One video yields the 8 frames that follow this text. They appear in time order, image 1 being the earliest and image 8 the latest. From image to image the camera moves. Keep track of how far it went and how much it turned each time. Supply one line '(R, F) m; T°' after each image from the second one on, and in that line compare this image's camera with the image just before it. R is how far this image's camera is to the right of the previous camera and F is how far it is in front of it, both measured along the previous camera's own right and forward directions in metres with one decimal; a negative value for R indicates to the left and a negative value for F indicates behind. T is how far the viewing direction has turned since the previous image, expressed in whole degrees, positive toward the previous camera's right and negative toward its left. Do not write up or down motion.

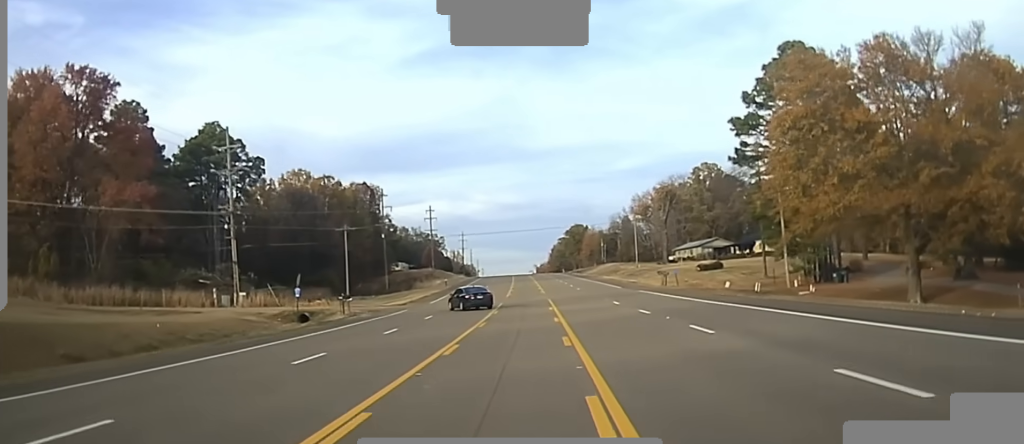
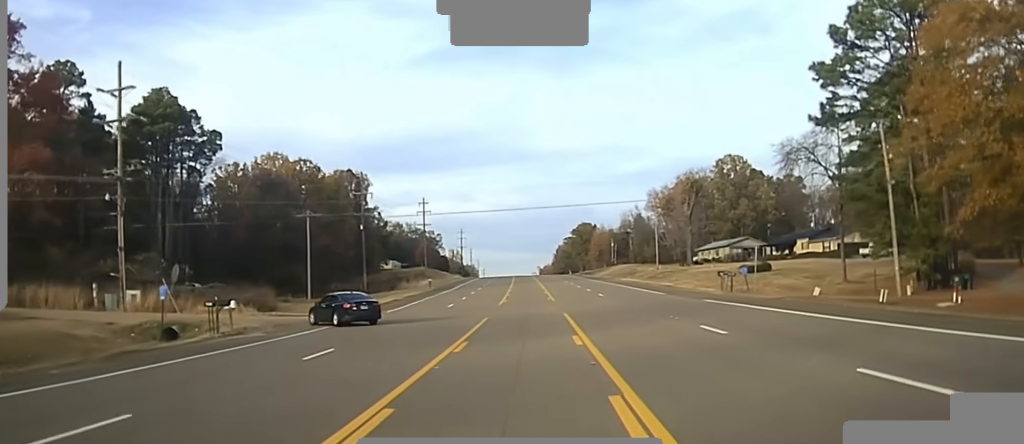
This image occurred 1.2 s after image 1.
(0.0, +21.4) m; 0°
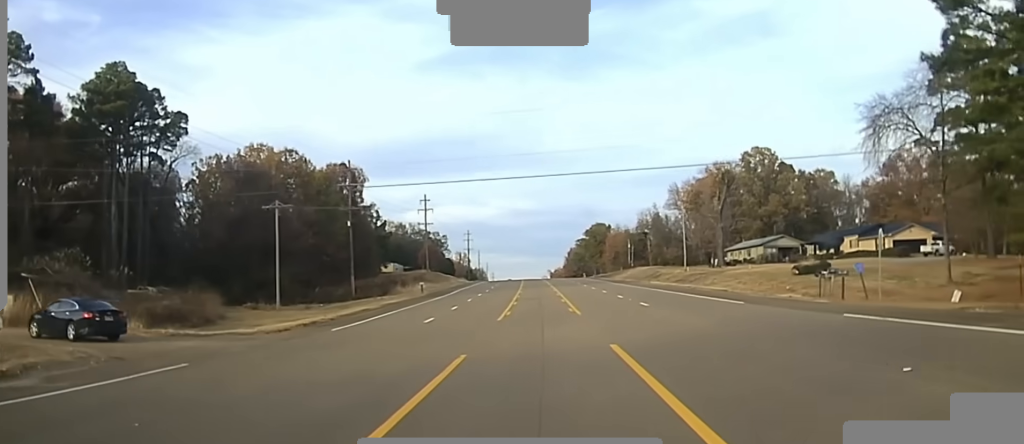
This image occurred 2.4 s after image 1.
(0.0, +16.6) m; 0°
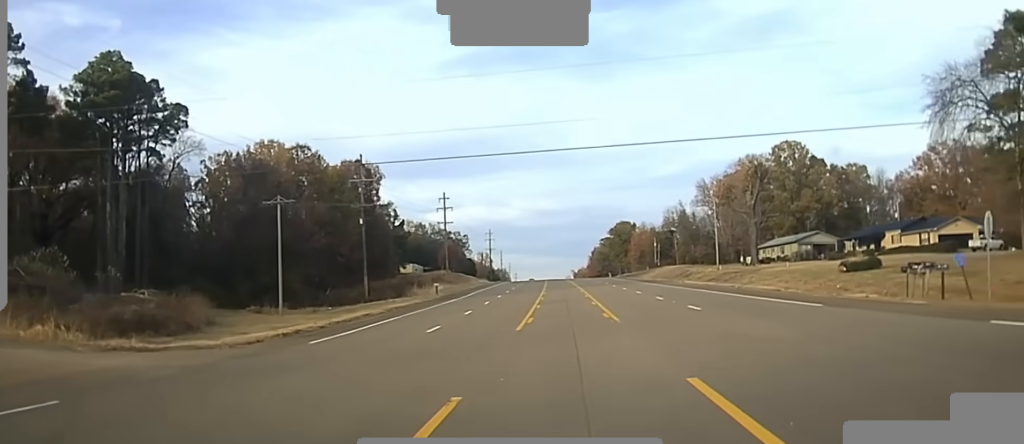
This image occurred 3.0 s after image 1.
(0.0, +7.4) m; 0°
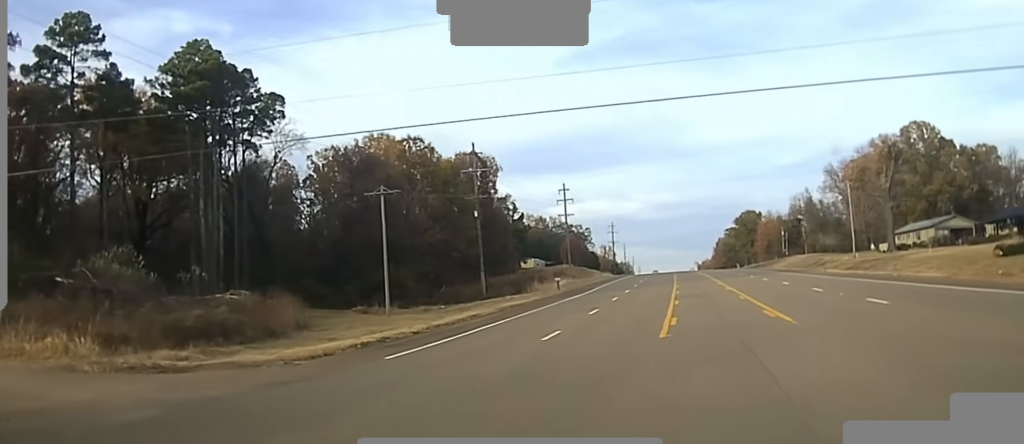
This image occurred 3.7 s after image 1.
(0.0, +8.3) m; 0°
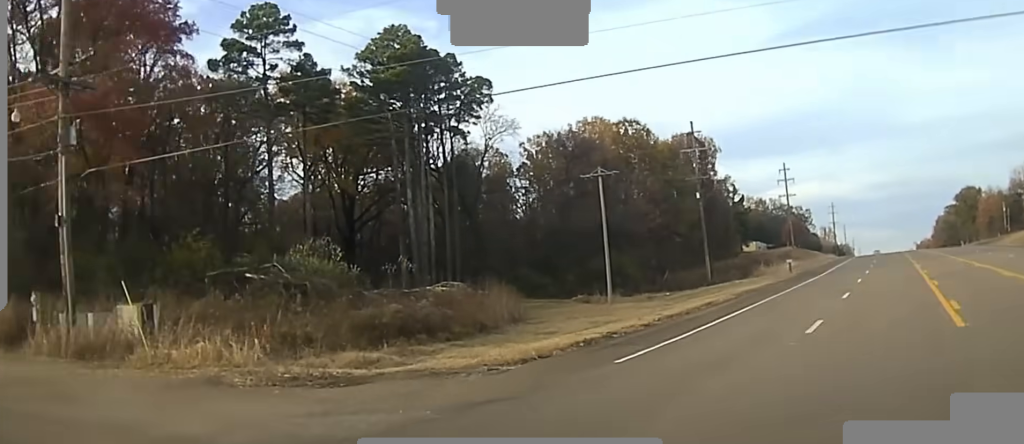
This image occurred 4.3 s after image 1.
(0.0, +5.7) m; -9°
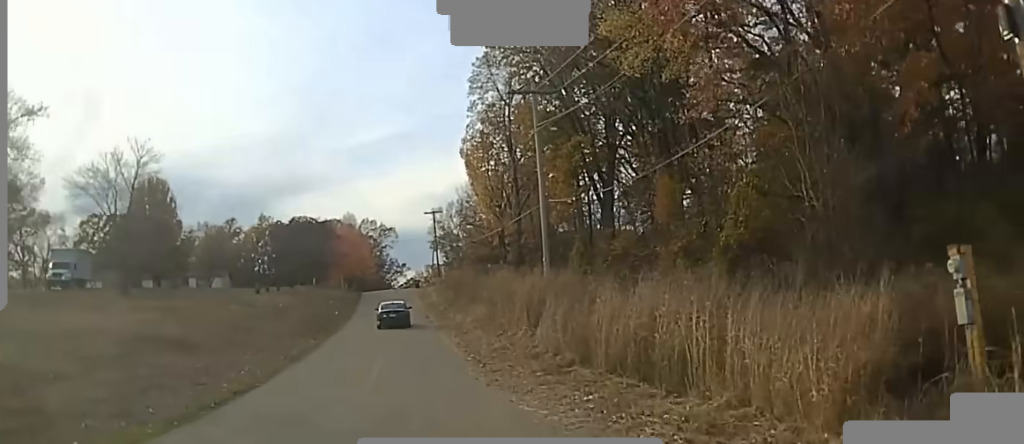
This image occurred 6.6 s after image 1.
(-11.8, +16.1) m; -65°
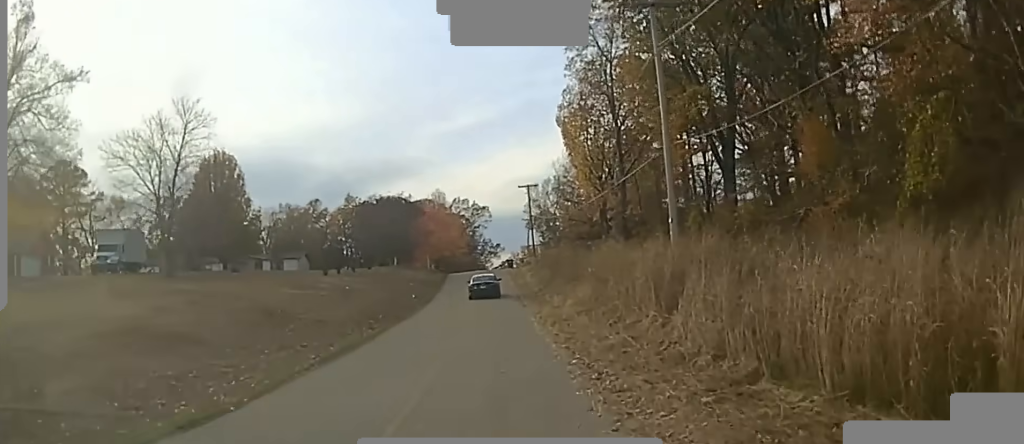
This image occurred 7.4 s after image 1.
(-0.9, +10.1) m; -7°
